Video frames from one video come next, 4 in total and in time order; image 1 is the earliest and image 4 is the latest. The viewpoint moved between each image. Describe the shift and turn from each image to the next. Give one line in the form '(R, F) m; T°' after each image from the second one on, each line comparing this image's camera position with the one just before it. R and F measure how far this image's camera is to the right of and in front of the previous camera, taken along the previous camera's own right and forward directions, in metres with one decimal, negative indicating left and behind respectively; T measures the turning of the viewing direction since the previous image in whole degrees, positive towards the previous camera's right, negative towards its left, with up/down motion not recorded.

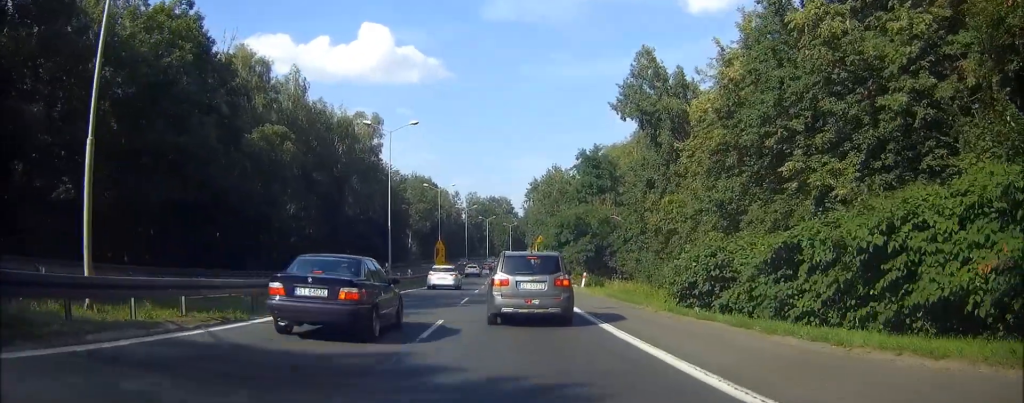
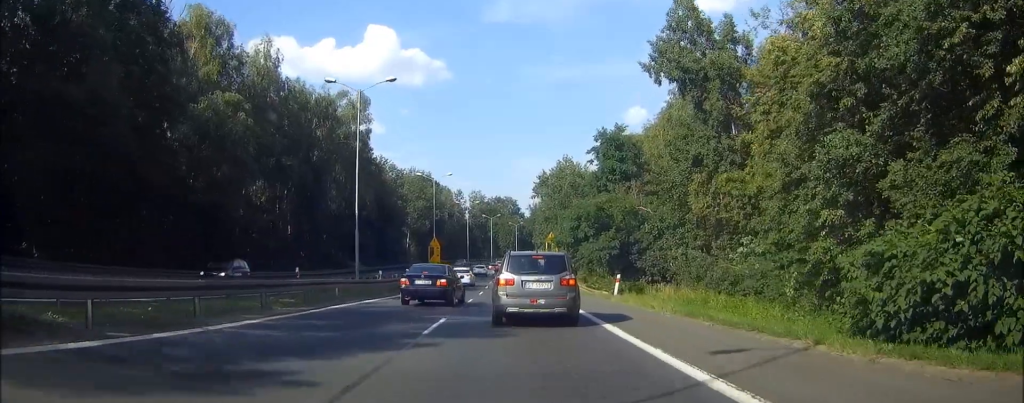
(+0.1, +12.1) m; -1°
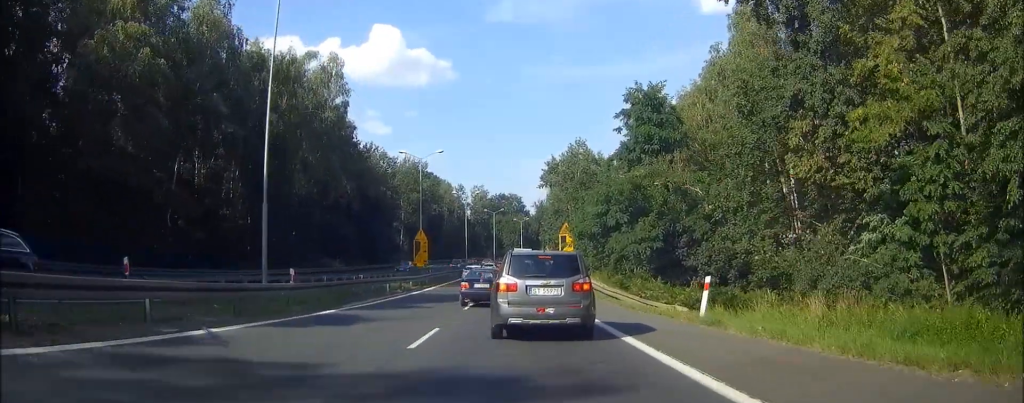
(-0.3, +14.6) m; -3°
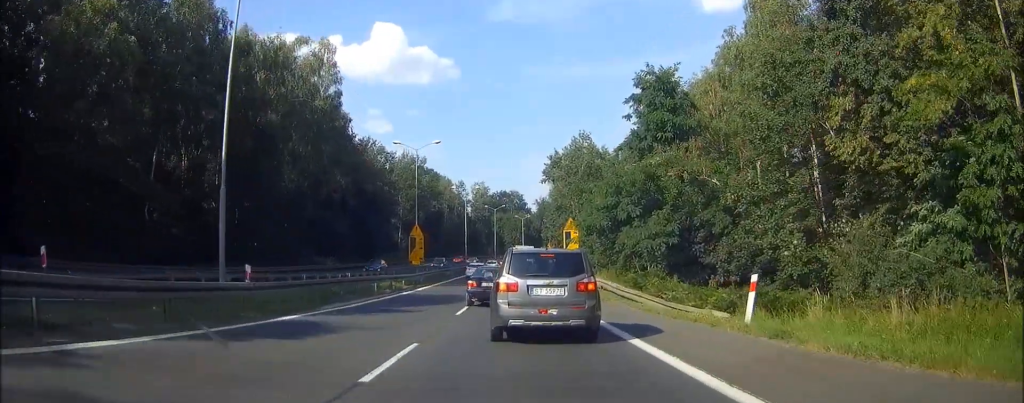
(0.0, +3.7) m; -1°
